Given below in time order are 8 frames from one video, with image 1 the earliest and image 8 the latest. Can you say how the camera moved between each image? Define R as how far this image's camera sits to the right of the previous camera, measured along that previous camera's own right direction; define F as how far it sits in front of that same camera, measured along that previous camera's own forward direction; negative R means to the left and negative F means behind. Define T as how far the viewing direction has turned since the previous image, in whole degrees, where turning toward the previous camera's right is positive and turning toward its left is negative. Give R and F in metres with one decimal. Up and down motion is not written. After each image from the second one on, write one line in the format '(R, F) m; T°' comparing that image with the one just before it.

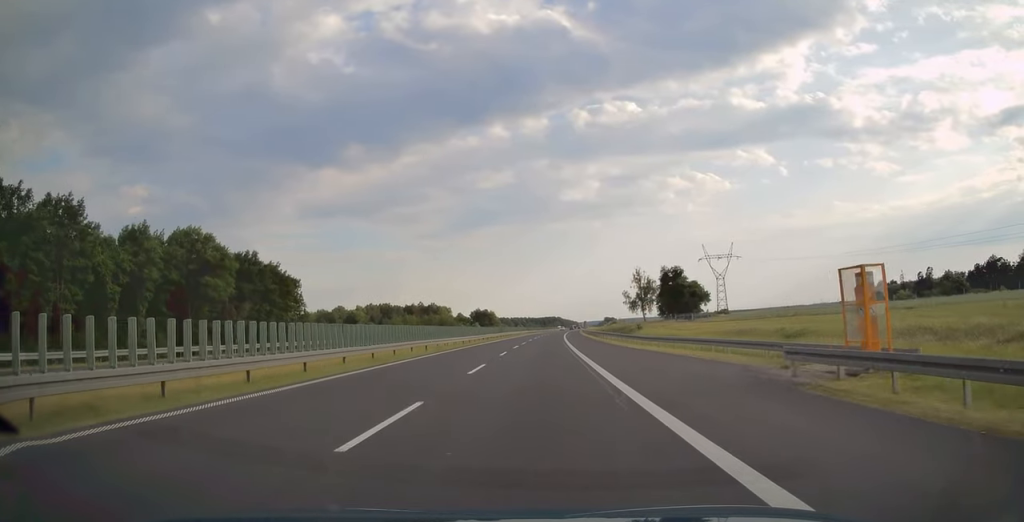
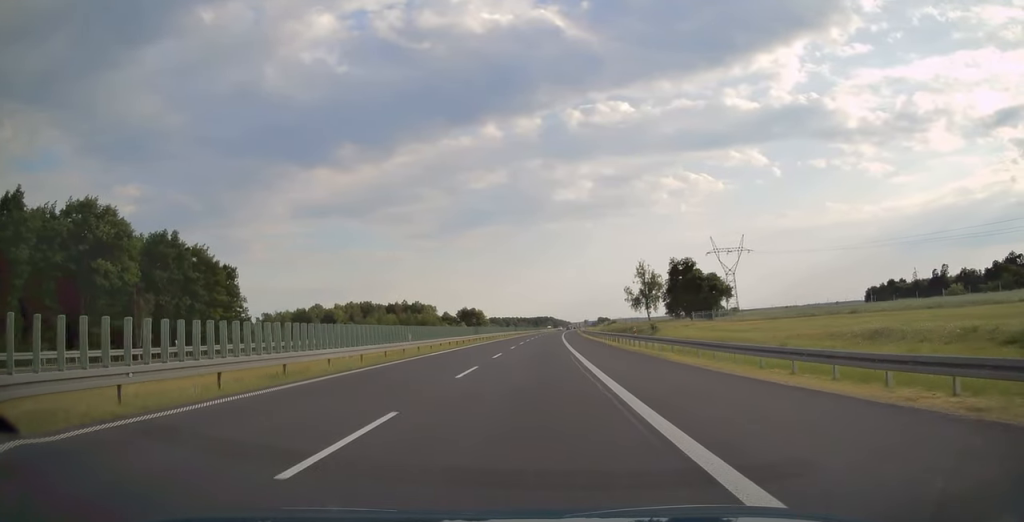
(+0.2, +25.1) m; +1°
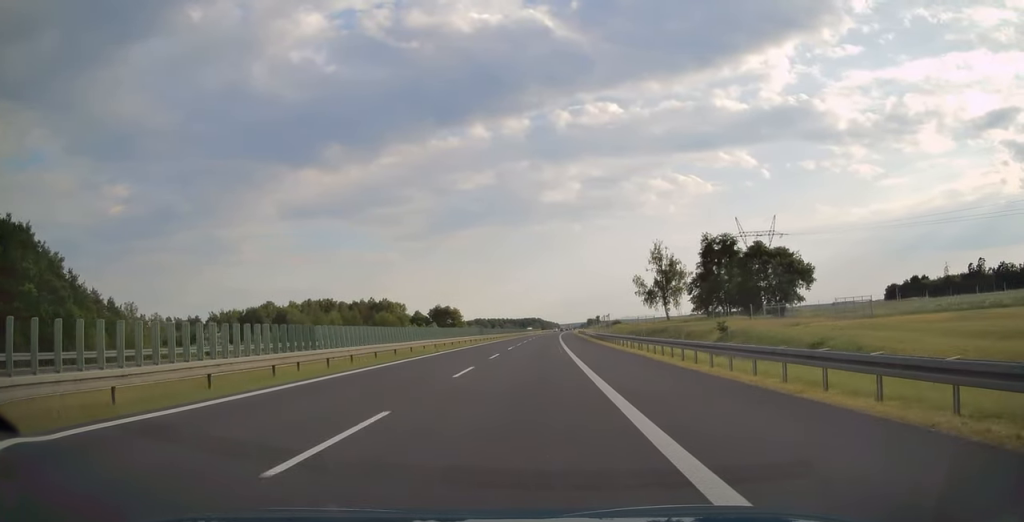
(+0.5, +47.6) m; +1°
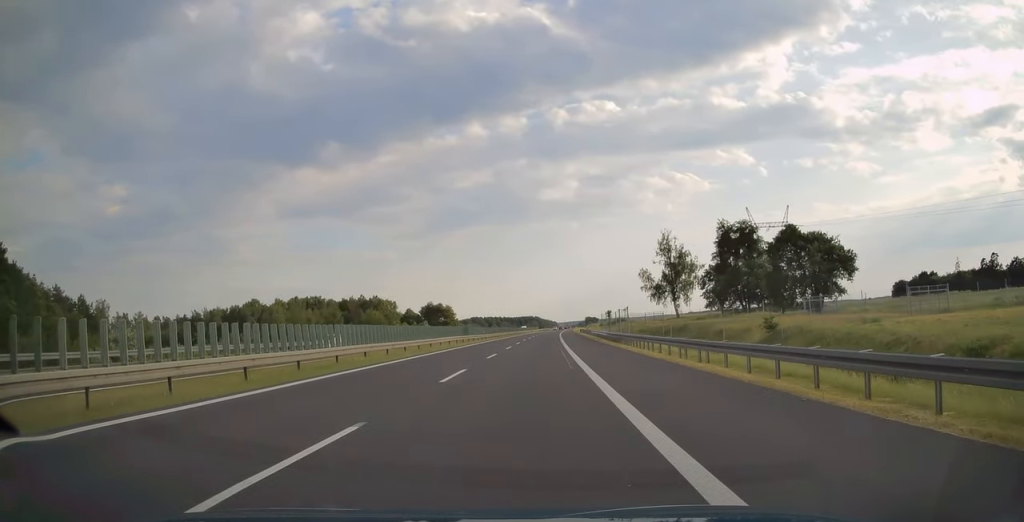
(0.0, +13.7) m; 0°
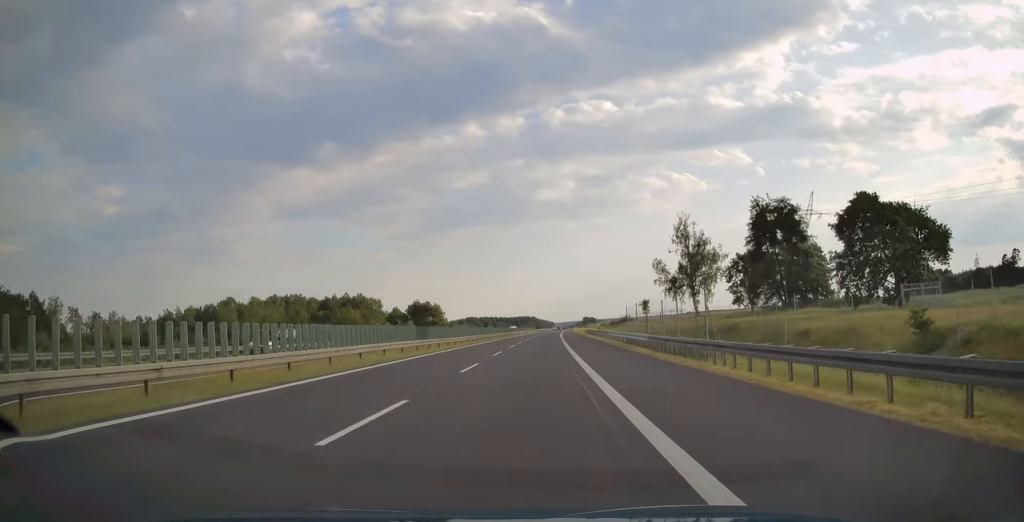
(+0.1, +20.8) m; 0°
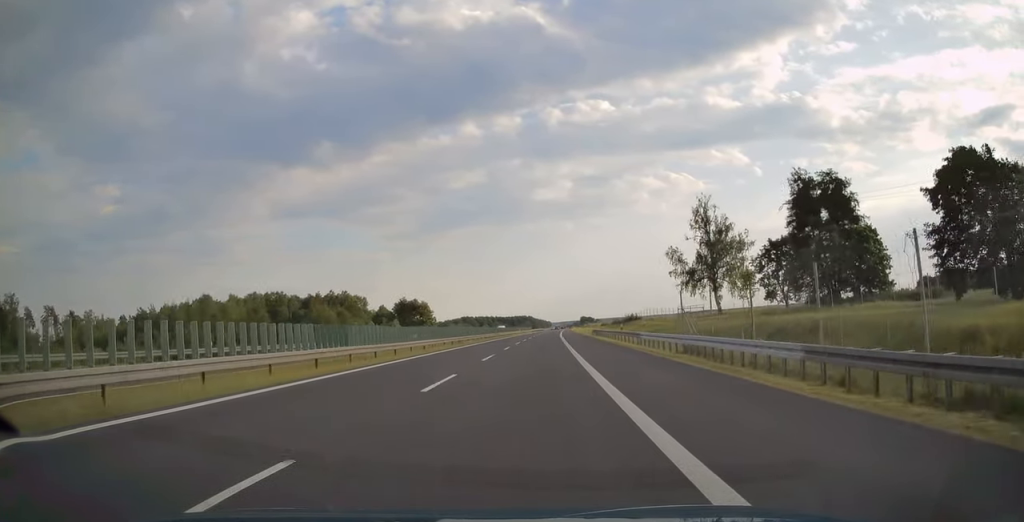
(0.0, +17.5) m; 0°
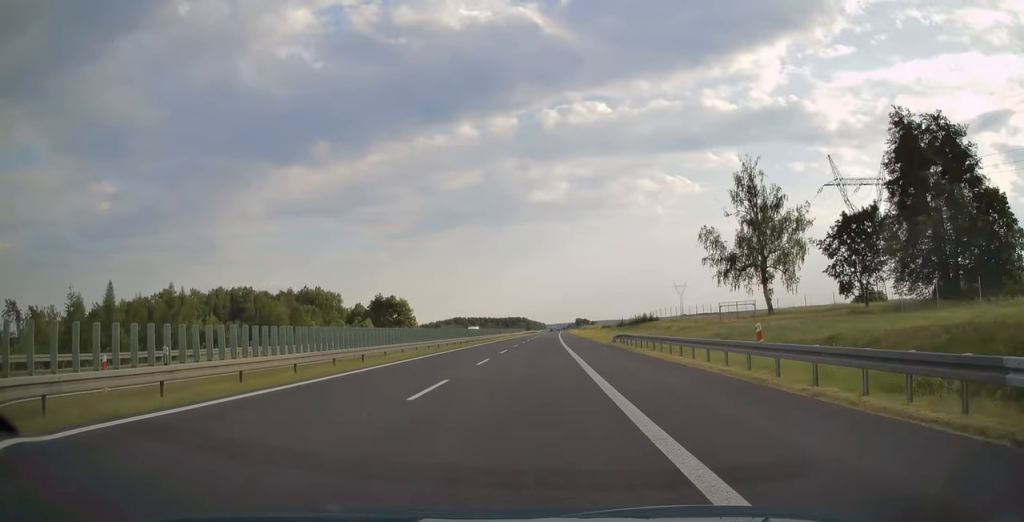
(+0.1, +25.7) m; +1°
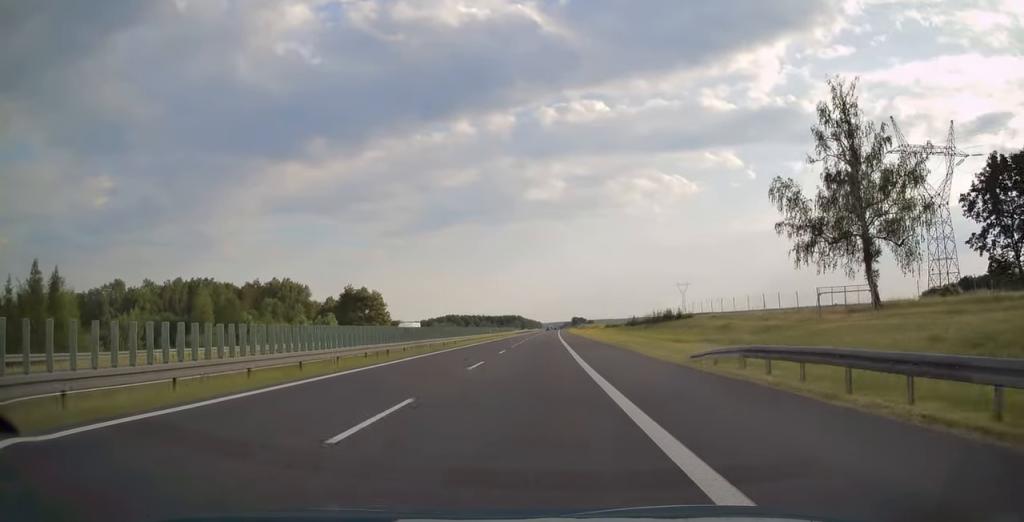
(+0.2, +27.3) m; +1°
